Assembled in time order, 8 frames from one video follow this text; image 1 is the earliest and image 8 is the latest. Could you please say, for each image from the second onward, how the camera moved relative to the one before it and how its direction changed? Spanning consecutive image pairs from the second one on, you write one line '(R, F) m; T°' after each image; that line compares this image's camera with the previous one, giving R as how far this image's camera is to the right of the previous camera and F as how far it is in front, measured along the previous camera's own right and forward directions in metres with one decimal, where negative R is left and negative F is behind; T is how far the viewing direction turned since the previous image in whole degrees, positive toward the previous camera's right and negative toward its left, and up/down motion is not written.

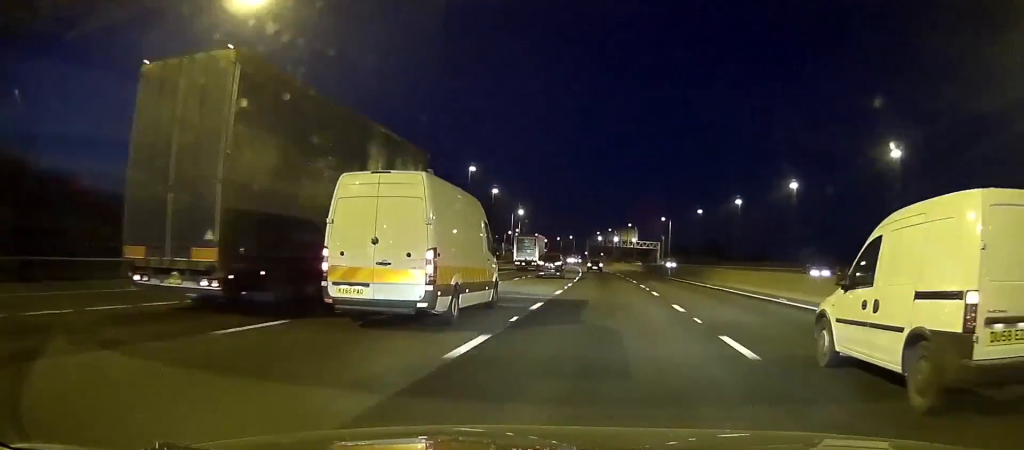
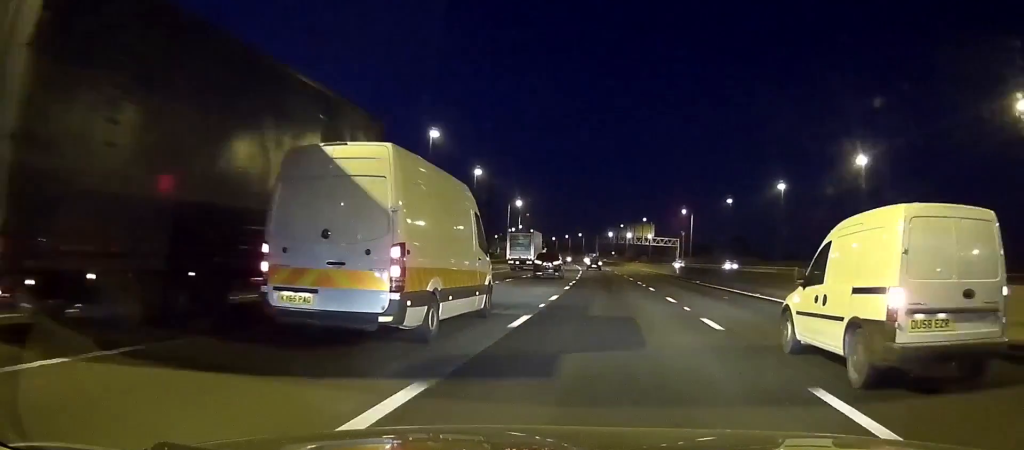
(-0.2, +29.9) m; -1°
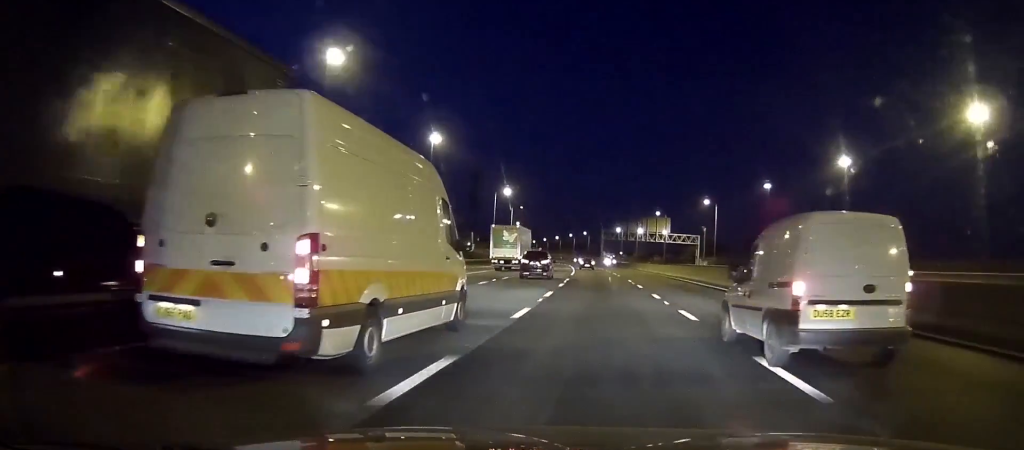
(-0.2, +31.8) m; -1°
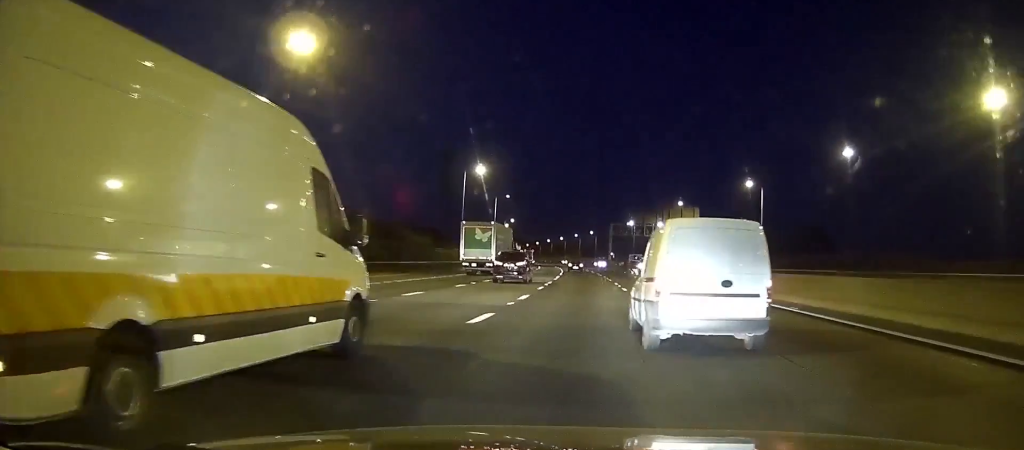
(-0.3, +40.2) m; -1°
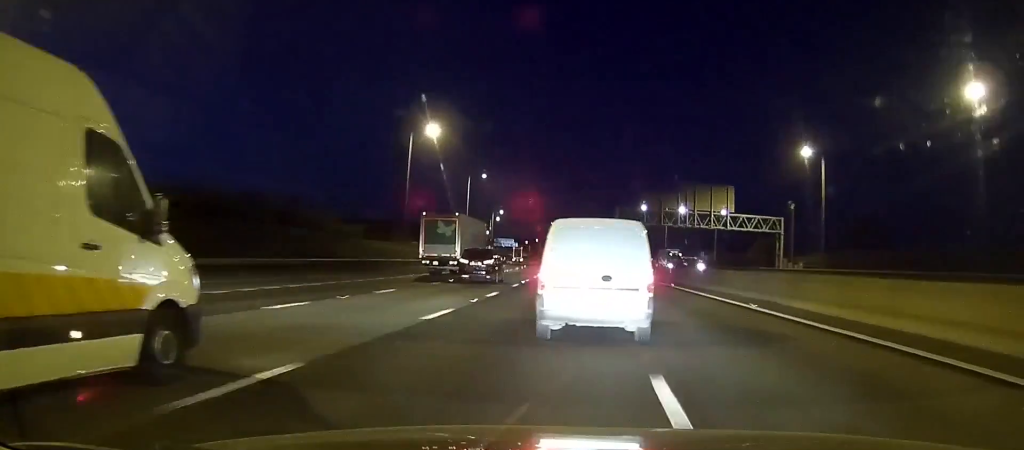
(-0.2, +32.8) m; -1°
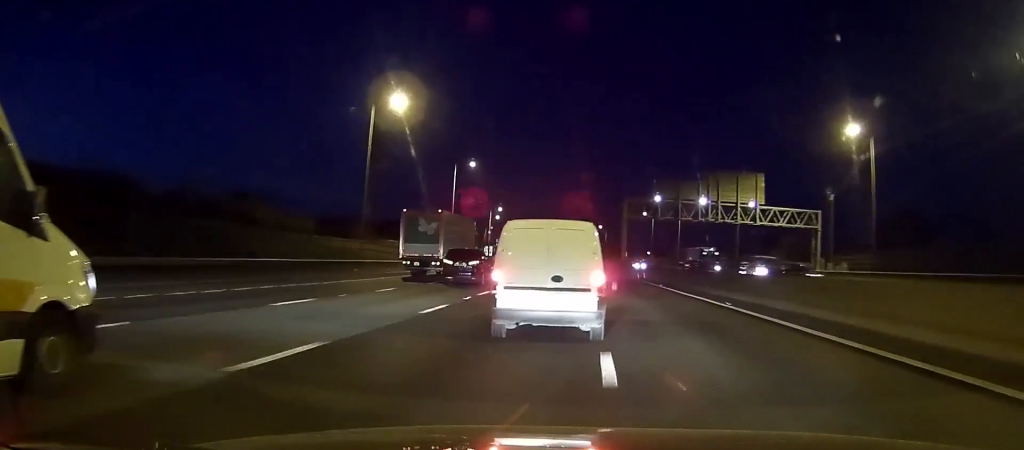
(0.0, +15.4) m; -1°
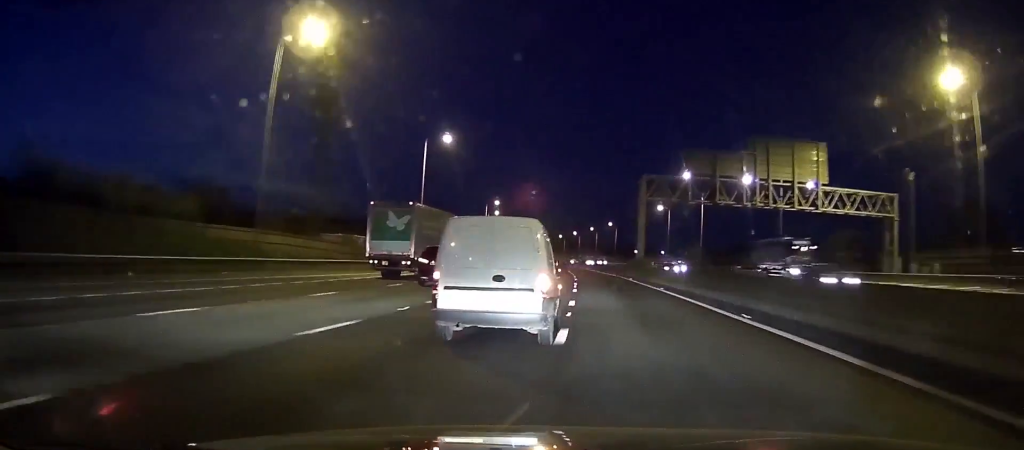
(-0.2, +21.6) m; -1°
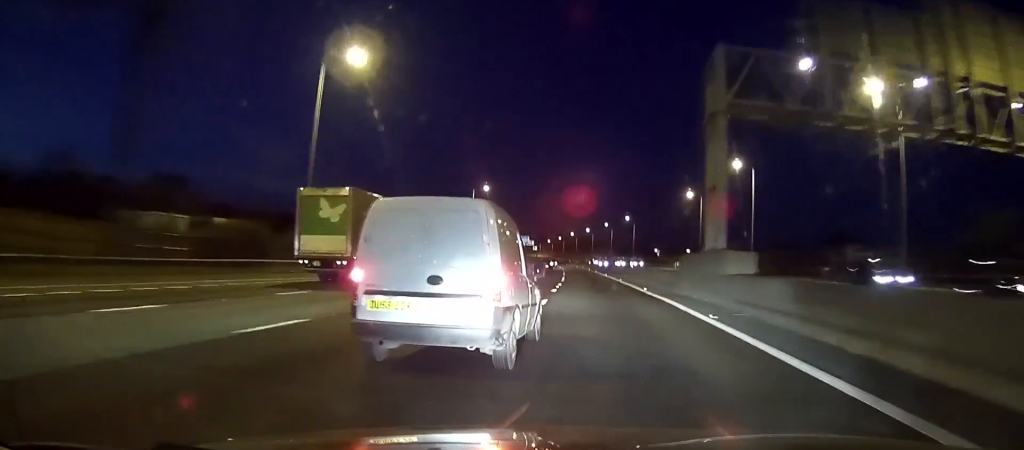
(-0.4, +32.9) m; -1°
